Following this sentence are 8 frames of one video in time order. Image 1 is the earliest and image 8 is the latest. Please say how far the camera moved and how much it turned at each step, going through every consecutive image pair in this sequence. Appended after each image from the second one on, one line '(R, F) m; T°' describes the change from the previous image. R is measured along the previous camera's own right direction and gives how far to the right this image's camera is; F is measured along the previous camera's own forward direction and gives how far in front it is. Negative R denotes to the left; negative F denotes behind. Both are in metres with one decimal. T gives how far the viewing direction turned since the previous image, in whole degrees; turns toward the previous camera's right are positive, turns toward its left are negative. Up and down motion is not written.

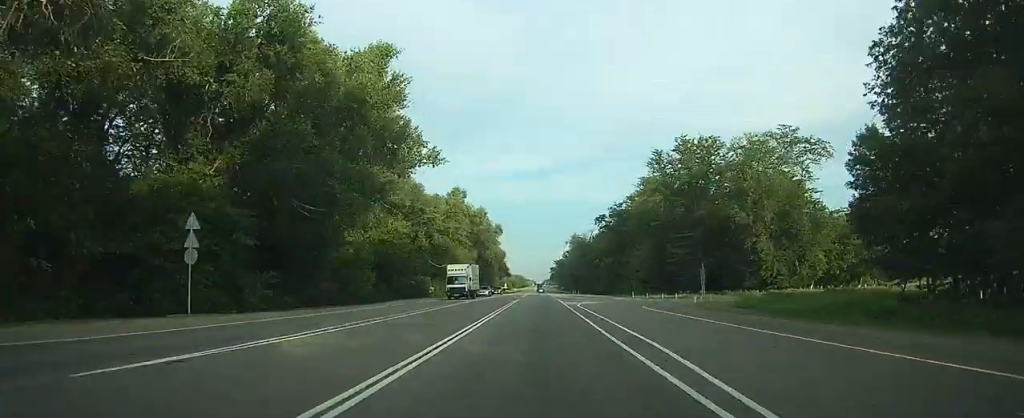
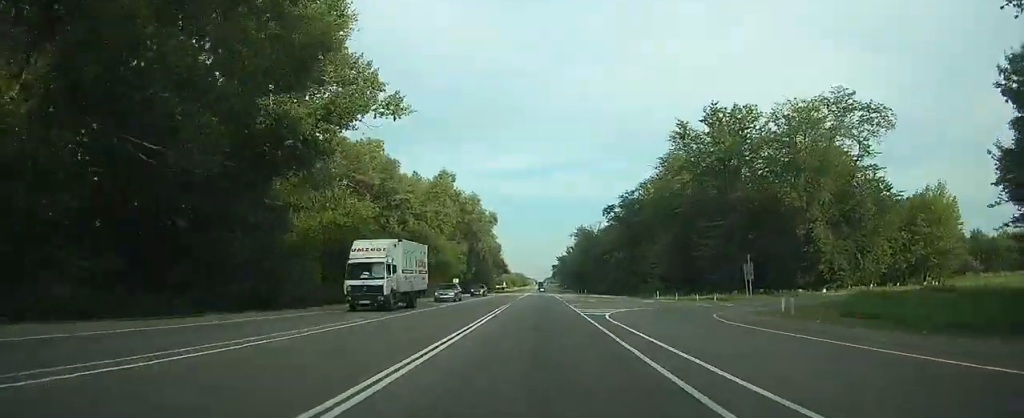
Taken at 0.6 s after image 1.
(0.0, +16.4) m; 0°
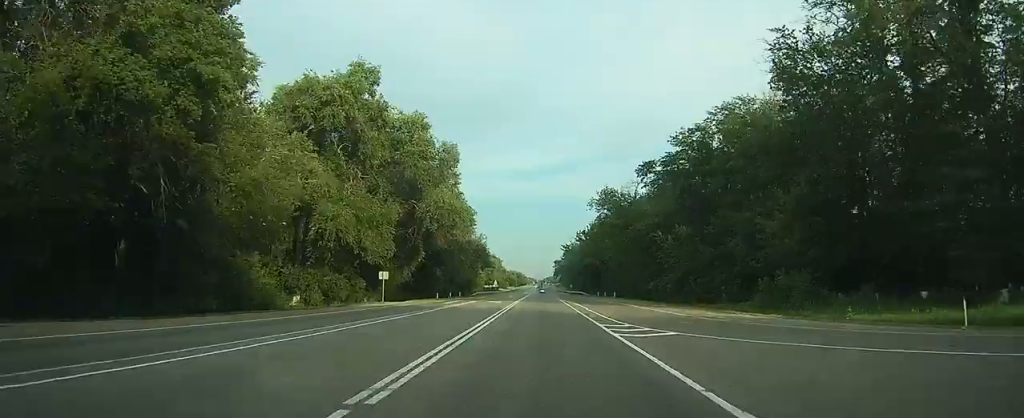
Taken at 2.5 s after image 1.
(-0.3, +48.7) m; 0°
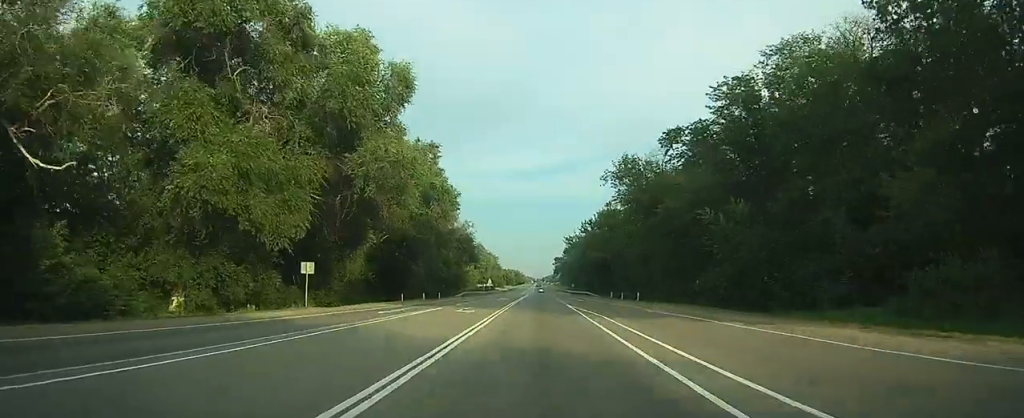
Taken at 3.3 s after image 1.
(0.0, +18.7) m; 0°
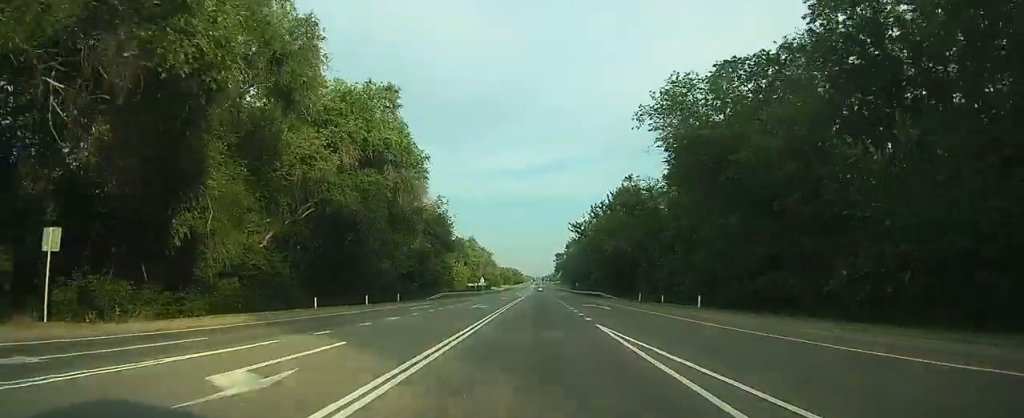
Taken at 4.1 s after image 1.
(+0.2, +22.0) m; 0°
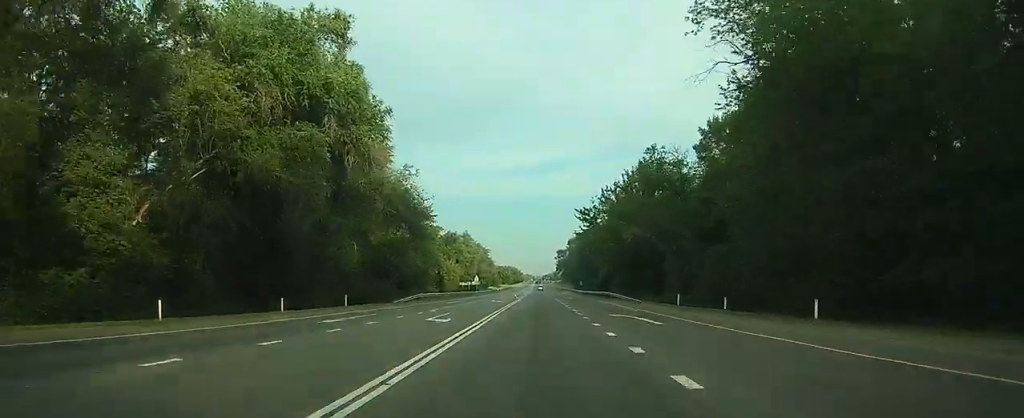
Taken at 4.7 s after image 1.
(0.0, +15.2) m; 0°
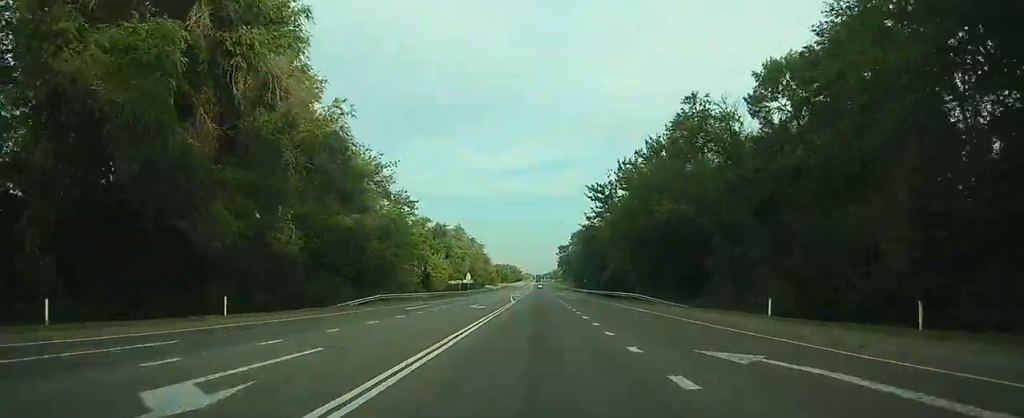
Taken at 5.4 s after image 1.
(0.0, +16.1) m; 0°
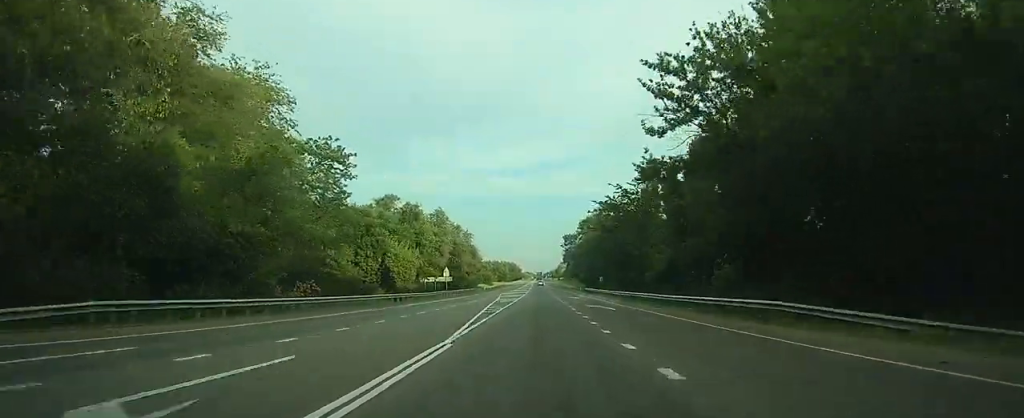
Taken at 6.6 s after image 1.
(0.0, +31.5) m; 0°
